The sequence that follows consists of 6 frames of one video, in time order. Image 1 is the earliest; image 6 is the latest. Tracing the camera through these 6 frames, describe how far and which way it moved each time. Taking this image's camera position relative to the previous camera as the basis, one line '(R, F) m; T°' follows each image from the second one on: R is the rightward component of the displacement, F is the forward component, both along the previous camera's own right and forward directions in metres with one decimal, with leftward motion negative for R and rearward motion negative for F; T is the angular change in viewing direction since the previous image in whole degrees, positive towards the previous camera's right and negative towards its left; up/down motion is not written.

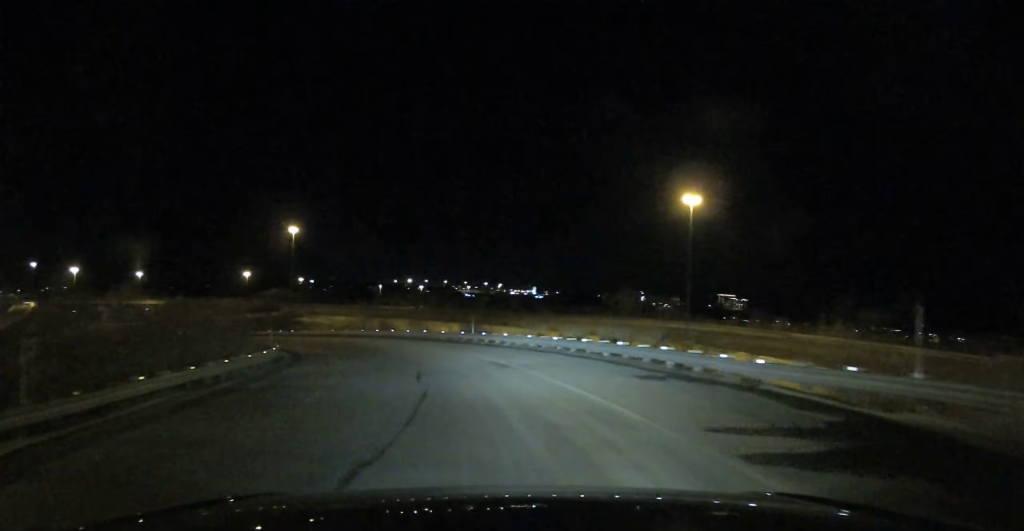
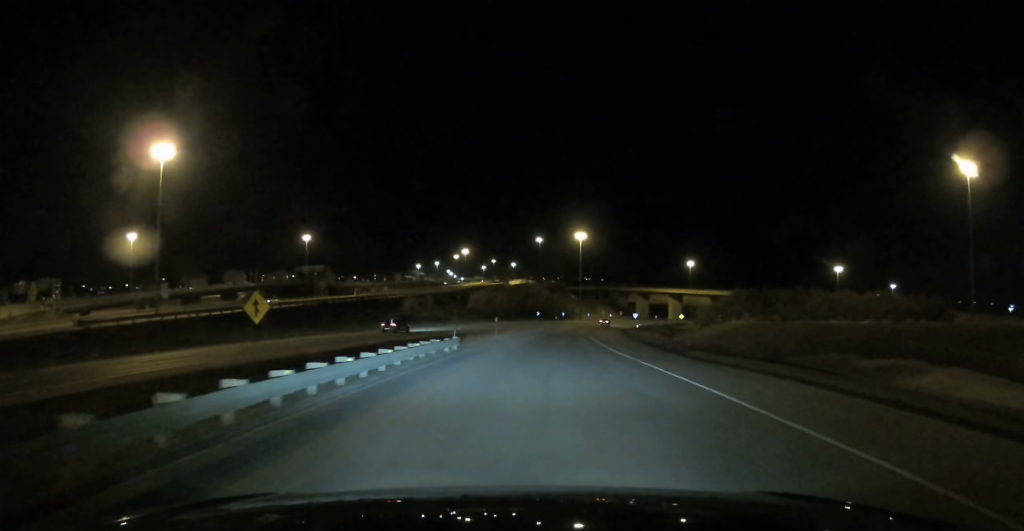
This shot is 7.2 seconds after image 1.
(-55.2, +117.3) m; -30°
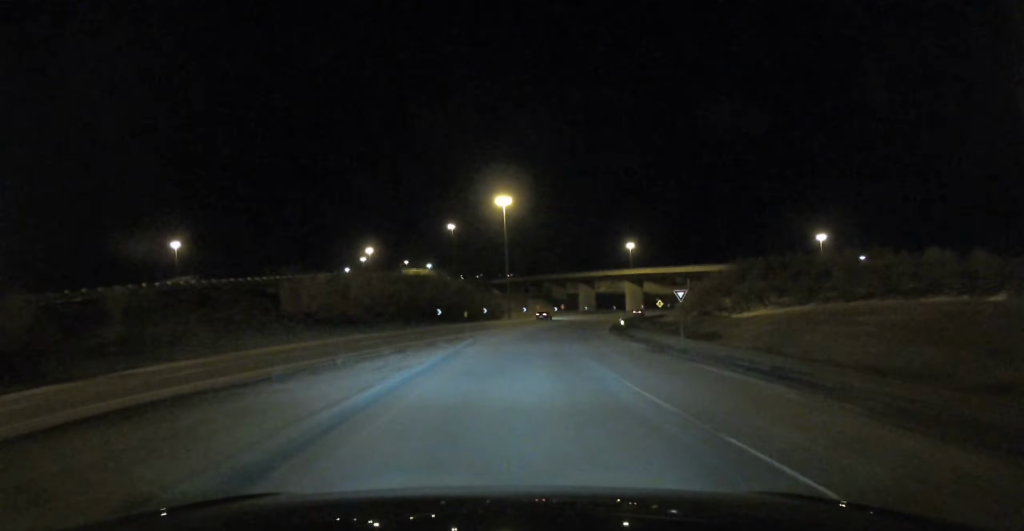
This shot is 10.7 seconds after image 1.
(-1.2, +68.4) m; +3°
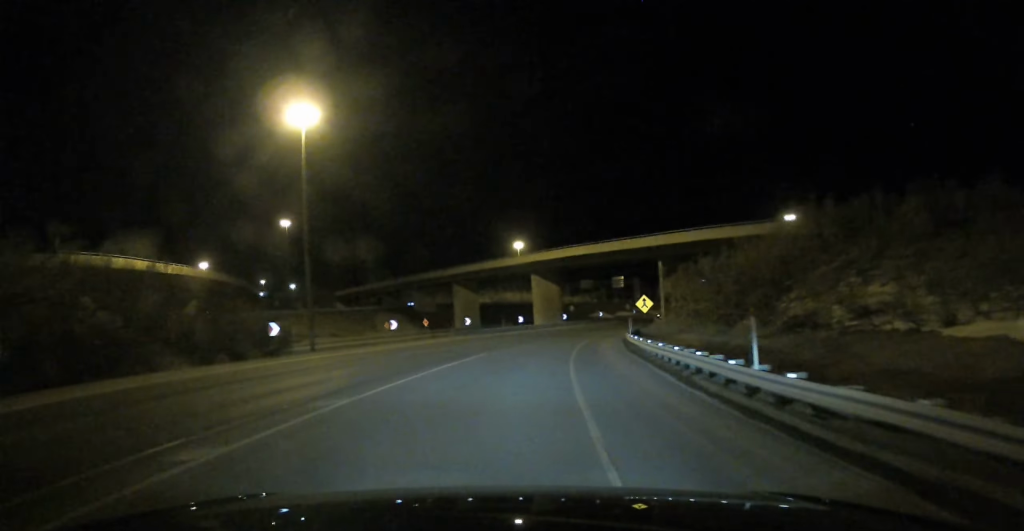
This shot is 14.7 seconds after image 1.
(+5.2, +85.4) m; +12°
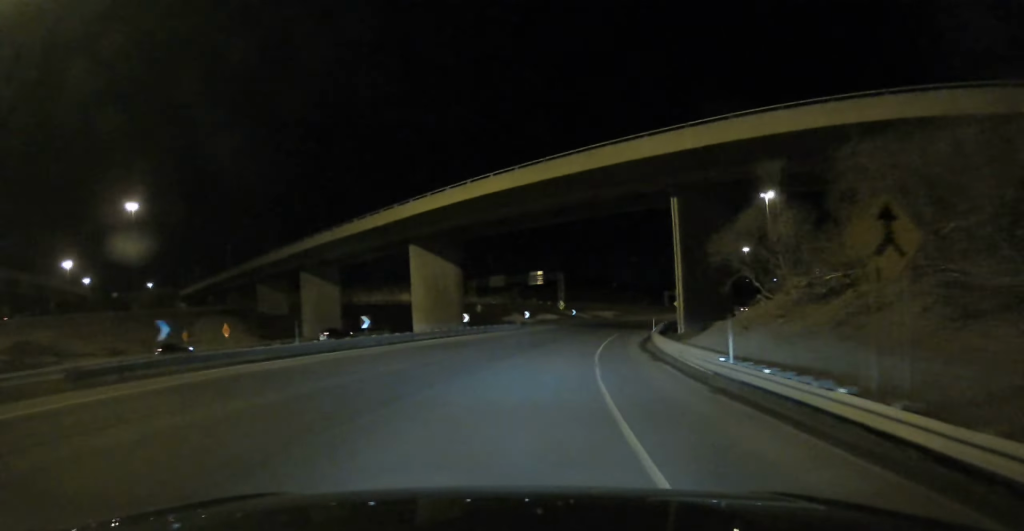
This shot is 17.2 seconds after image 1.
(+3.1, +53.4) m; +10°
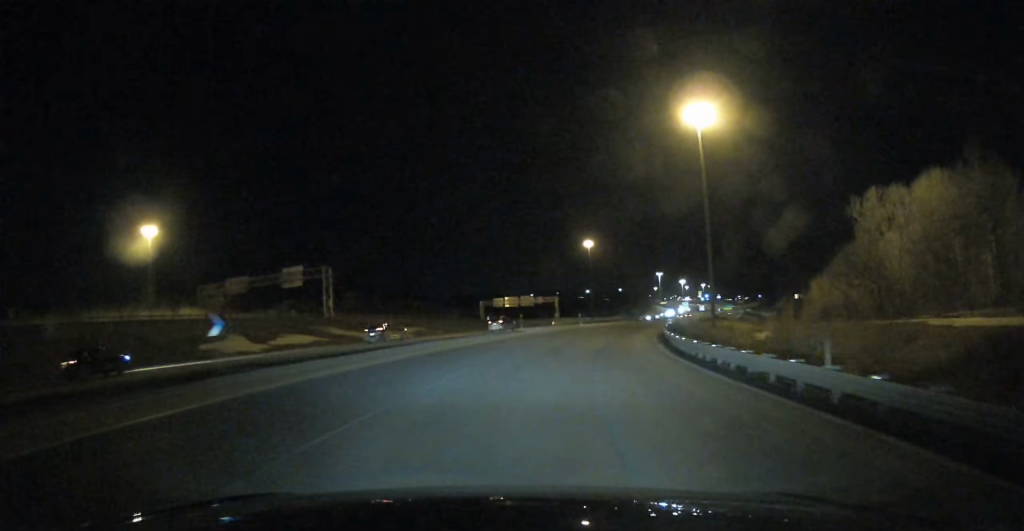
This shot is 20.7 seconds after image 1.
(+10.9, +77.6) m; +12°
